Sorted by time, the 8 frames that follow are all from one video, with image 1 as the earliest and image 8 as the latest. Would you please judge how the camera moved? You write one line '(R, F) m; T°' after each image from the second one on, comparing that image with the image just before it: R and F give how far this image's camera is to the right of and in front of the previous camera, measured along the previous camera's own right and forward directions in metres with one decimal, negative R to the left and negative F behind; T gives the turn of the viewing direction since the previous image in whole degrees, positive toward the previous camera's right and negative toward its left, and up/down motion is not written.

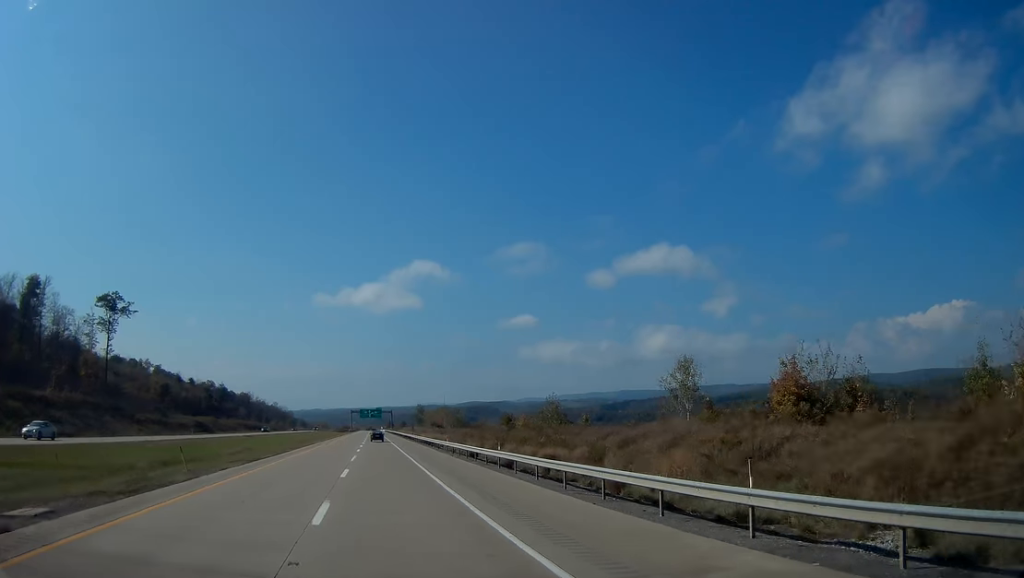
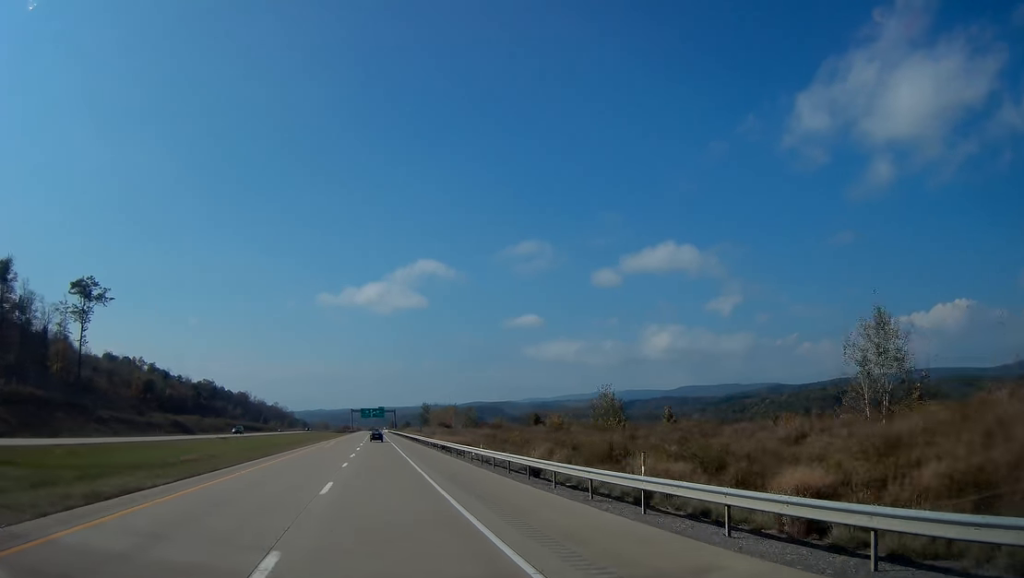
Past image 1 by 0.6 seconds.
(+0.1, +18.8) m; 0°
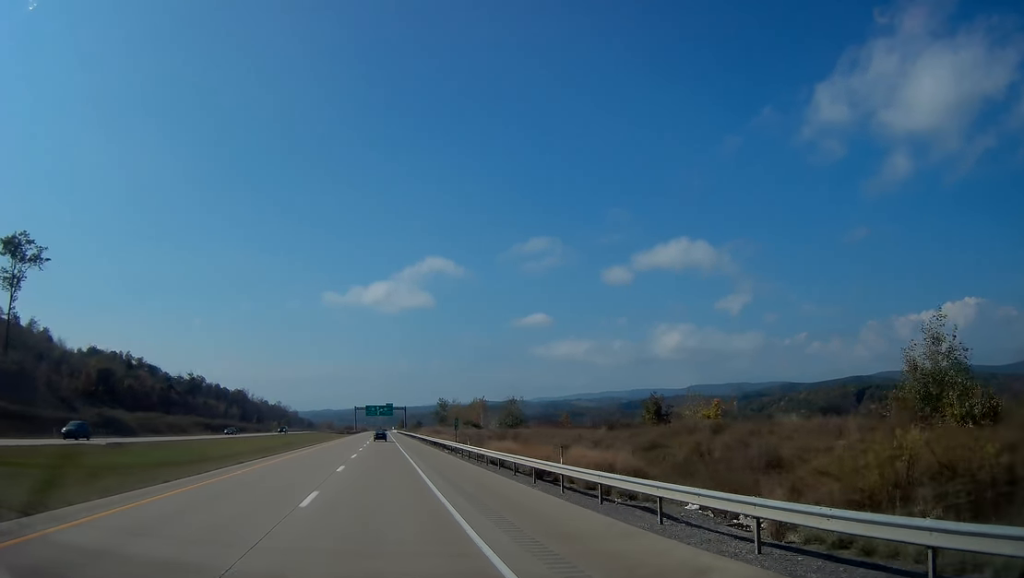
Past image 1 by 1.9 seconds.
(-0.3, +39.6) m; -1°
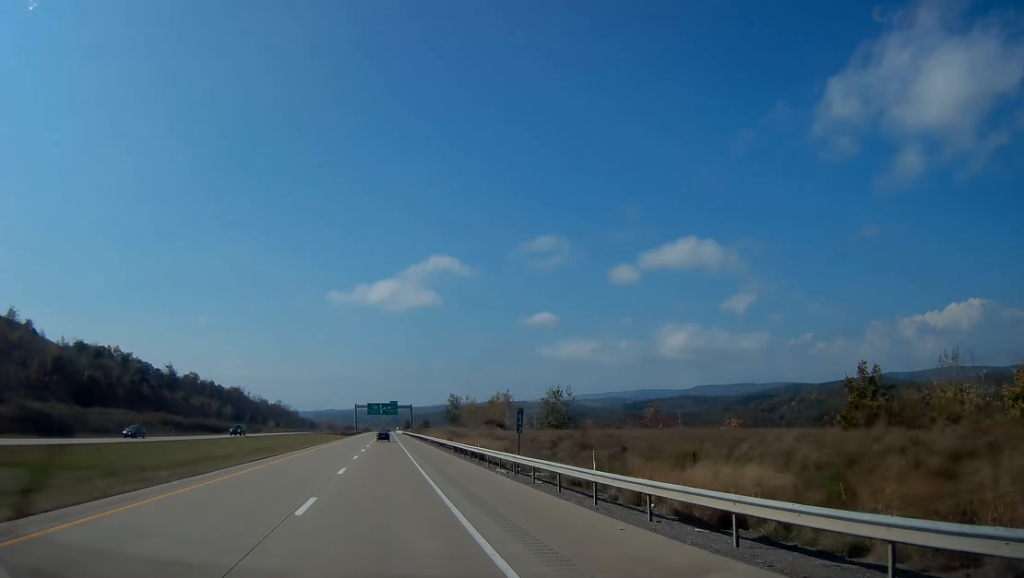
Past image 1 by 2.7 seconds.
(-0.1, +26.0) m; 0°
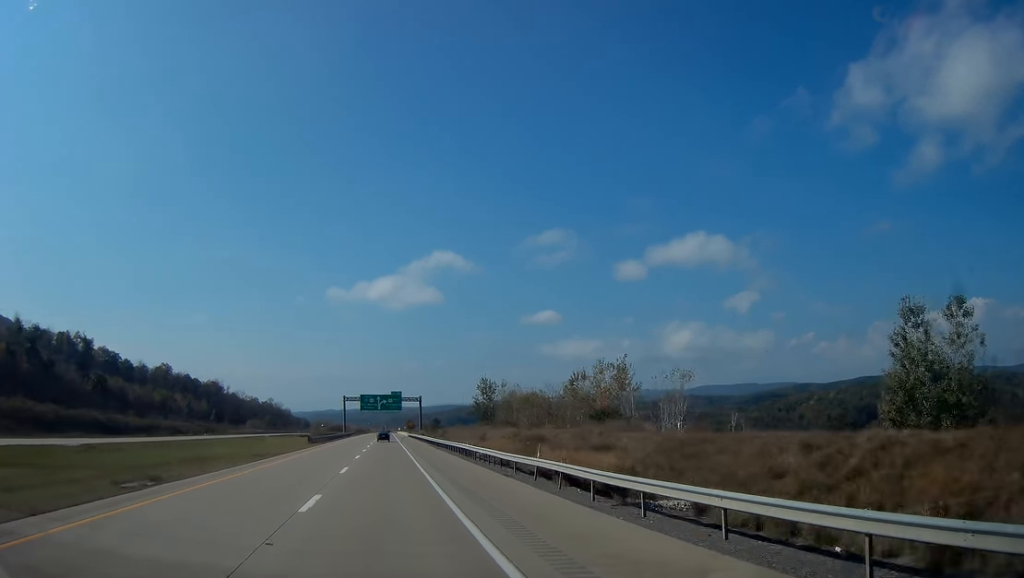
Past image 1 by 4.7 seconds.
(-0.3, +60.6) m; -1°
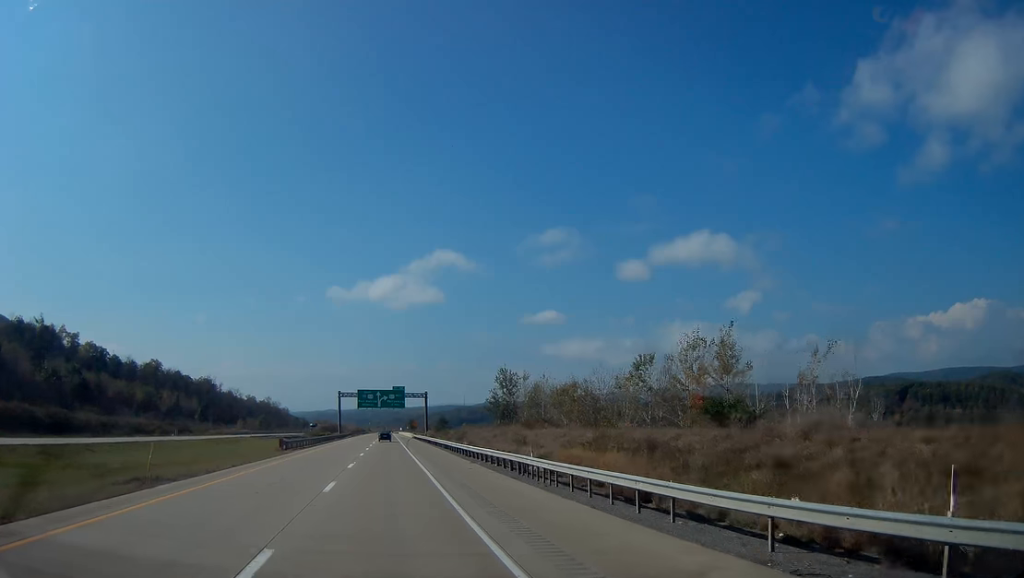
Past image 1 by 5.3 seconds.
(0.0, +20.4) m; 0°
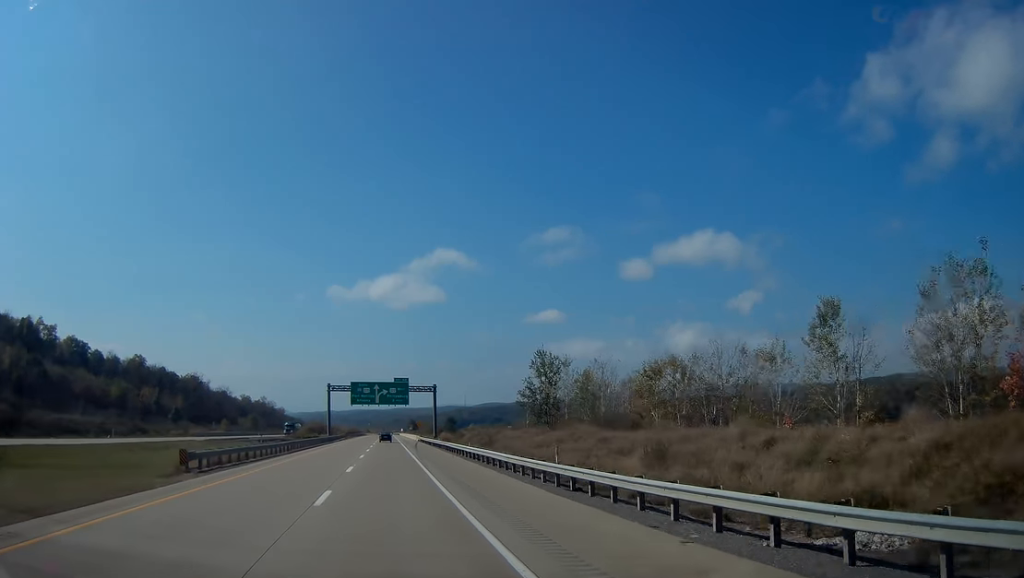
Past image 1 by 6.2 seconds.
(0.0, +26.4) m; 0°
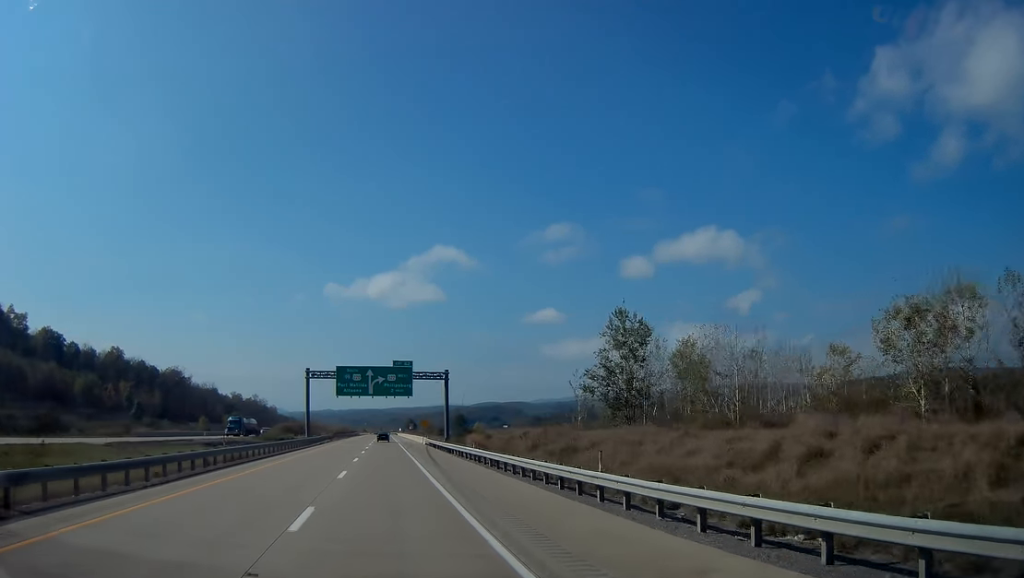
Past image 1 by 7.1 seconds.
(0.0, +28.6) m; 0°
